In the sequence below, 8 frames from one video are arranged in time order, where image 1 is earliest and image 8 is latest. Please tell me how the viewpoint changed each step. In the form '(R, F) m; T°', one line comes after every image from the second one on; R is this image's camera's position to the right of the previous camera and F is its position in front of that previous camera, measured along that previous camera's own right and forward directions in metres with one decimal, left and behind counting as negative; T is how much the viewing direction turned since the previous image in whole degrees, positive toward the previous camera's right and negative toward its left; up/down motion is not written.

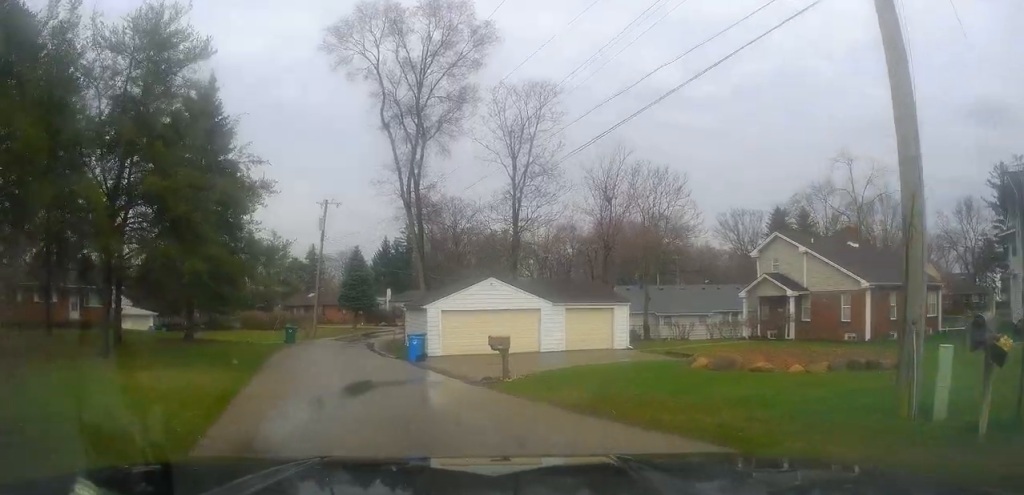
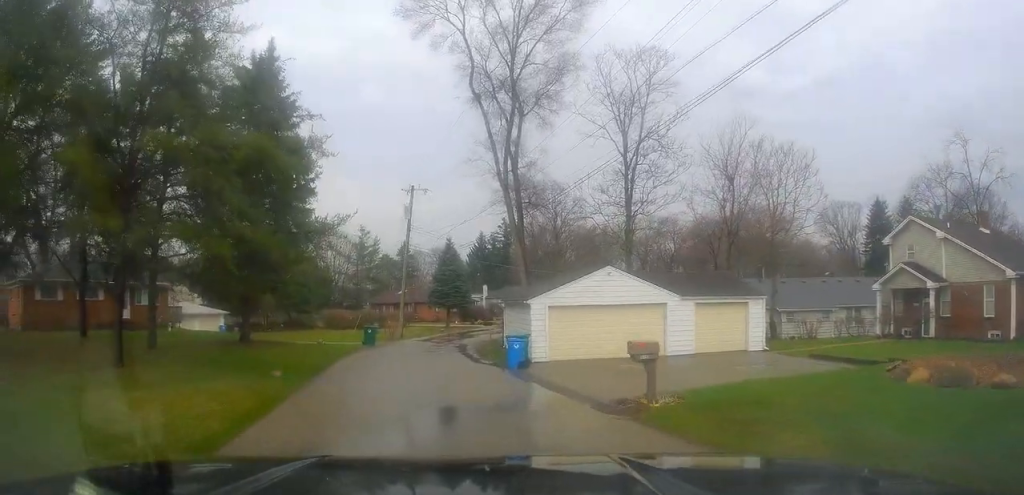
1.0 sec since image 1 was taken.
(-0.2, +5.1) m; -5°
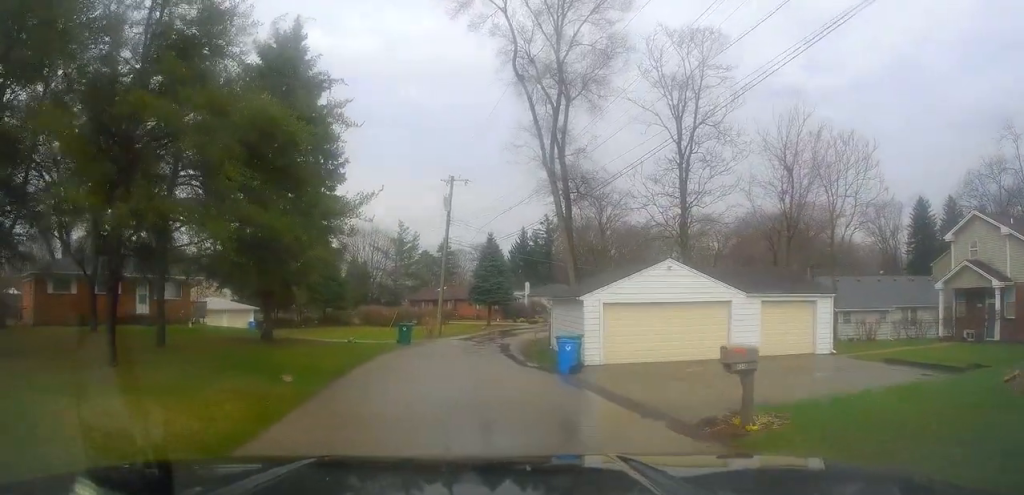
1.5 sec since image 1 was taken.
(+0.1, +2.4) m; -3°
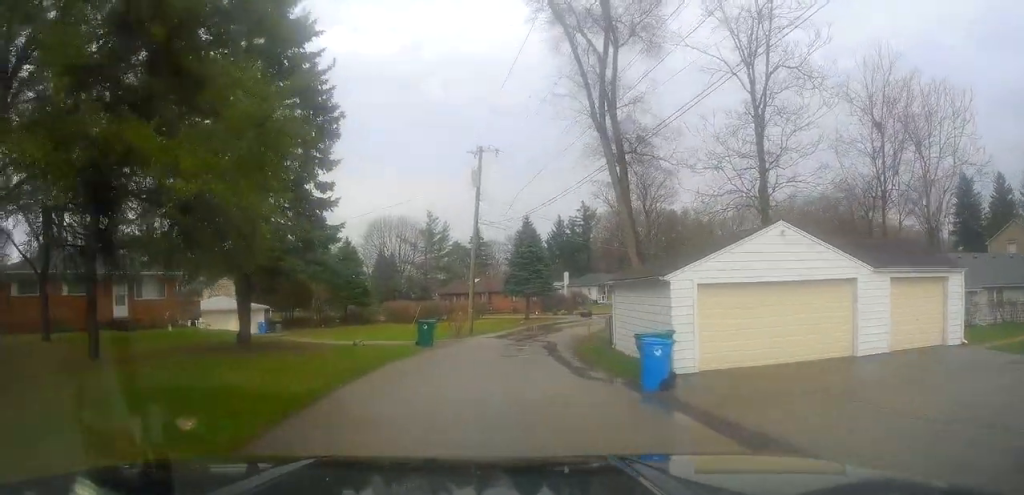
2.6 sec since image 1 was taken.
(-0.6, +6.3) m; -7°
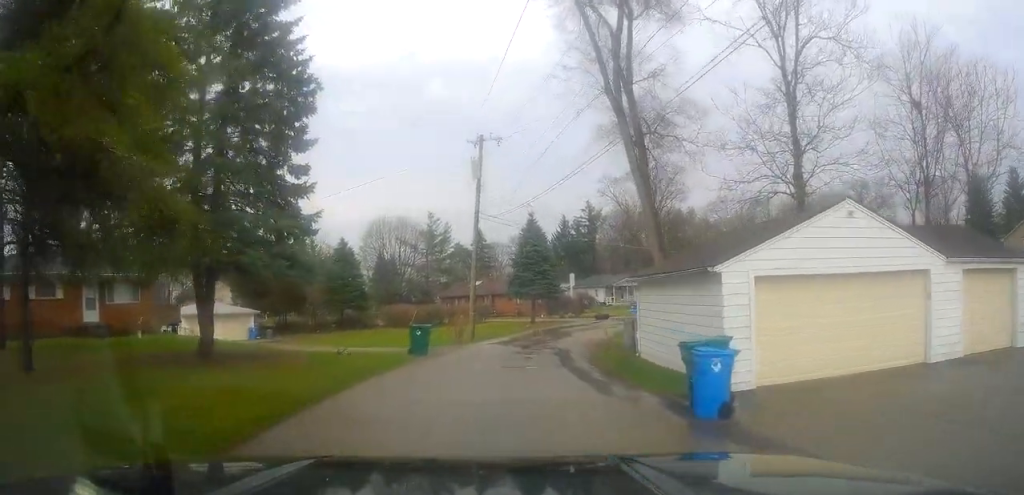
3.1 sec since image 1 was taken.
(0.0, +3.2) m; 0°
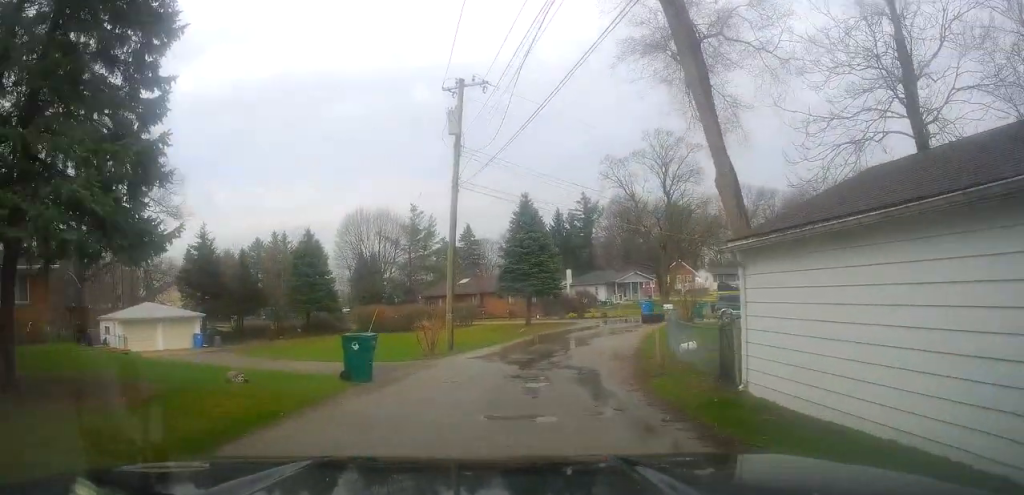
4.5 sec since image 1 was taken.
(0.0, +8.6) m; +3°
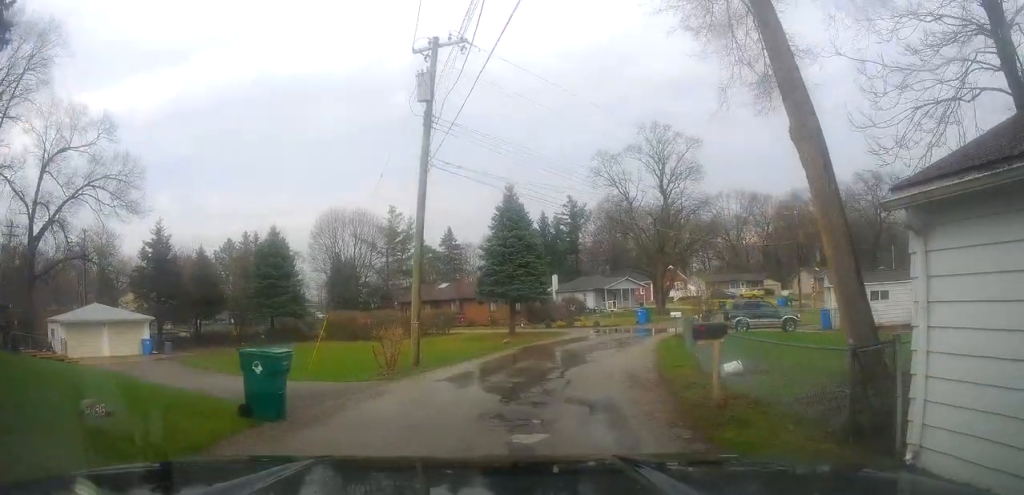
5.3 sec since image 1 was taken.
(+0.2, +4.9) m; +1°
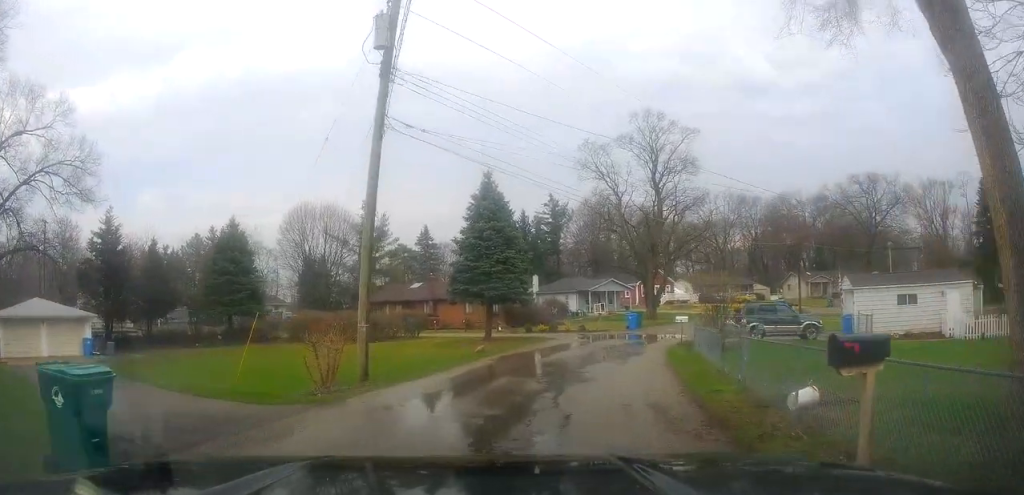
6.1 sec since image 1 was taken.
(0.0, +4.4) m; +1°
